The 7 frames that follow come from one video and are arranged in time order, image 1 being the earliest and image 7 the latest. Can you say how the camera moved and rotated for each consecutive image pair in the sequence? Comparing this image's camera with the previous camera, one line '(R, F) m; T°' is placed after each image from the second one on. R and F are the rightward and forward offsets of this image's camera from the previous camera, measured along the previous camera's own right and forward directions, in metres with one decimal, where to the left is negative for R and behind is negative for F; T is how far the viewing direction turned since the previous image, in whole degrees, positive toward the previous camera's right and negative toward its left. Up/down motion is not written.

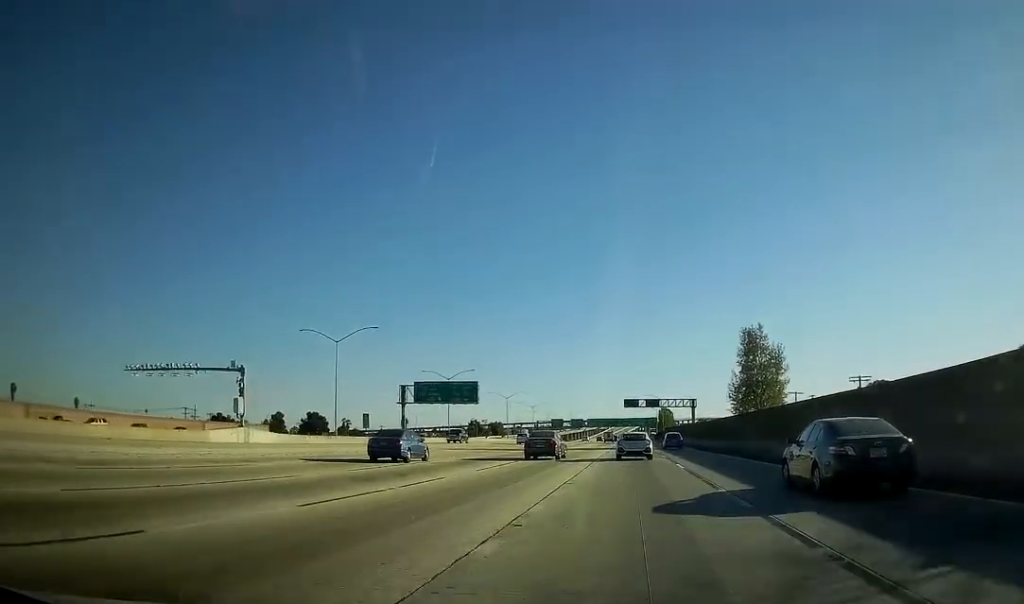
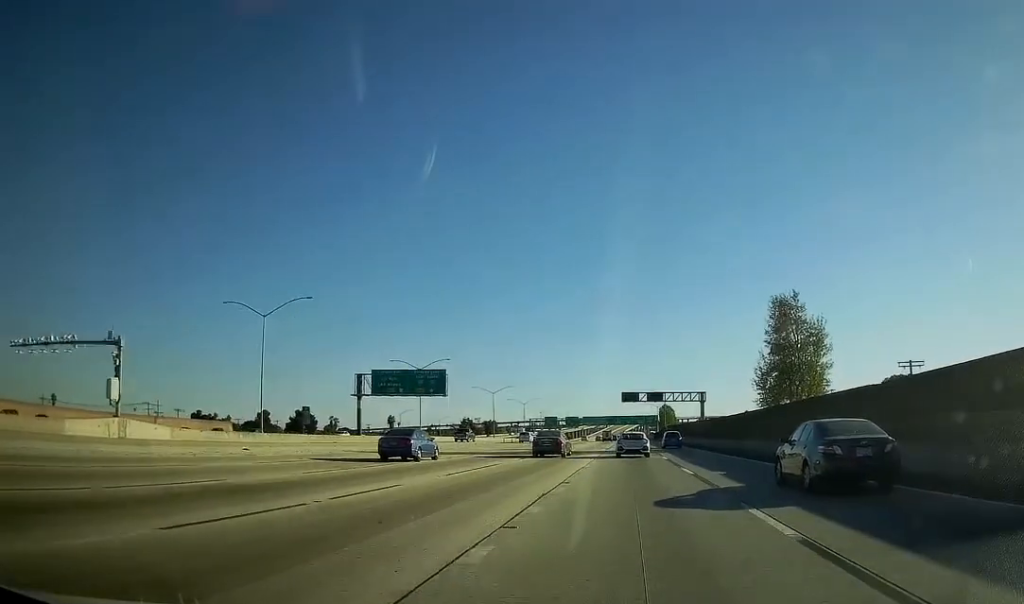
(-0.1, +19.0) m; +1°
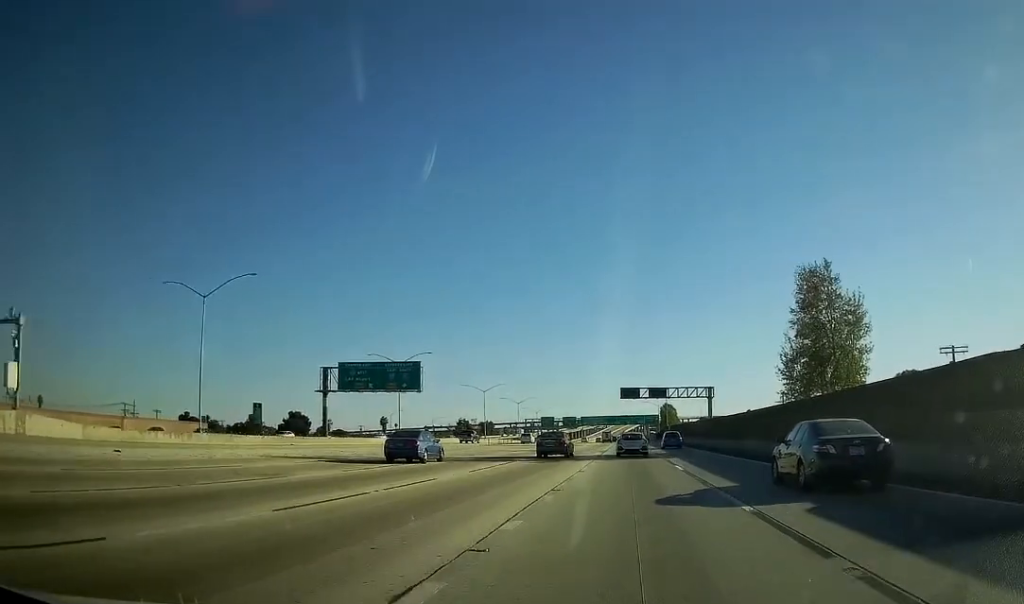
(+0.2, +10.9) m; 0°
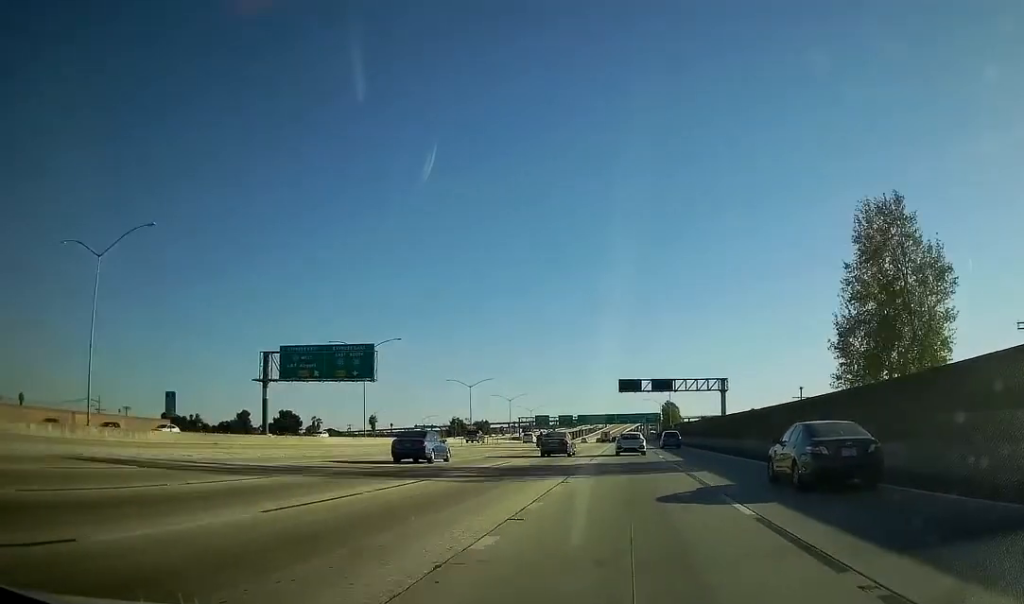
(+0.4, +15.4) m; 0°
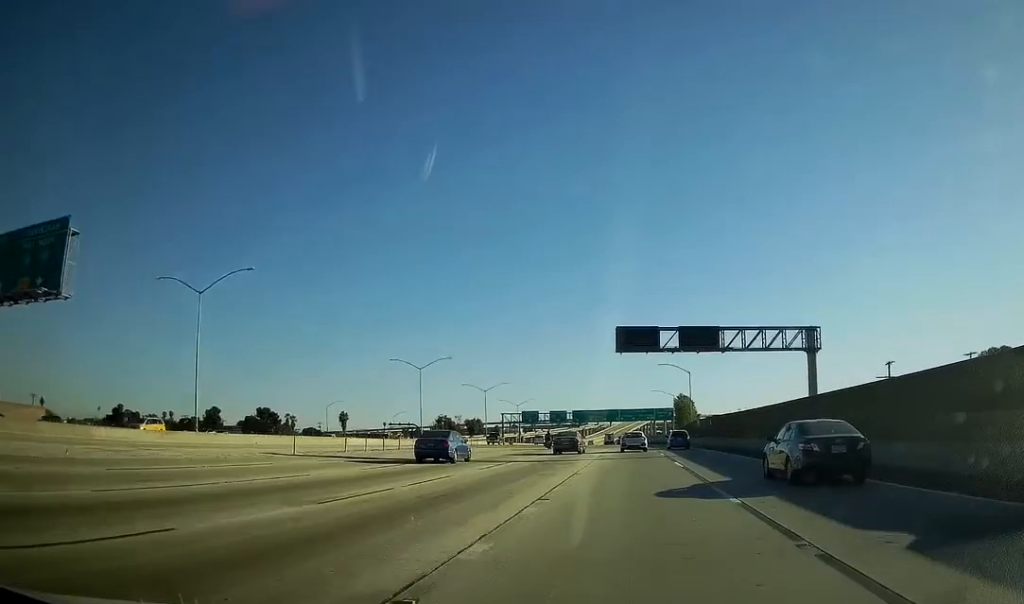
(-0.9, +41.1) m; -1°
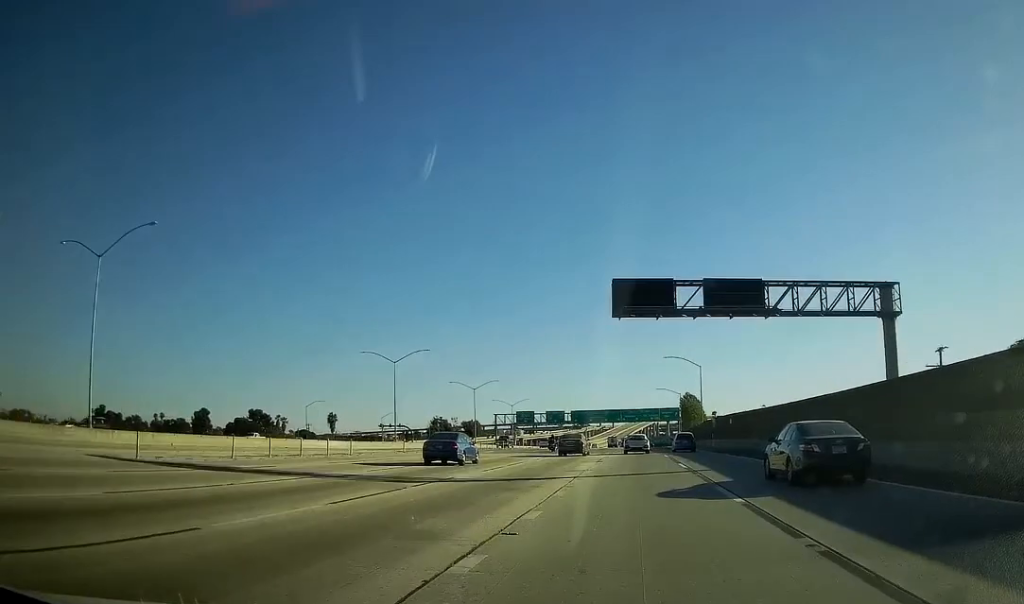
(0.0, +14.6) m; 0°
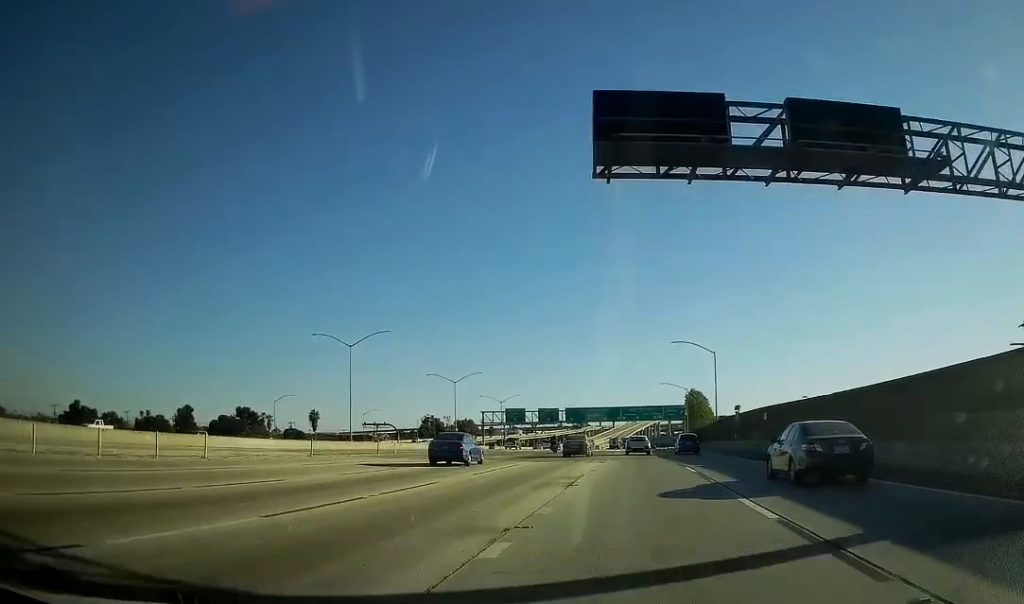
(0.0, +16.5) m; 0°
